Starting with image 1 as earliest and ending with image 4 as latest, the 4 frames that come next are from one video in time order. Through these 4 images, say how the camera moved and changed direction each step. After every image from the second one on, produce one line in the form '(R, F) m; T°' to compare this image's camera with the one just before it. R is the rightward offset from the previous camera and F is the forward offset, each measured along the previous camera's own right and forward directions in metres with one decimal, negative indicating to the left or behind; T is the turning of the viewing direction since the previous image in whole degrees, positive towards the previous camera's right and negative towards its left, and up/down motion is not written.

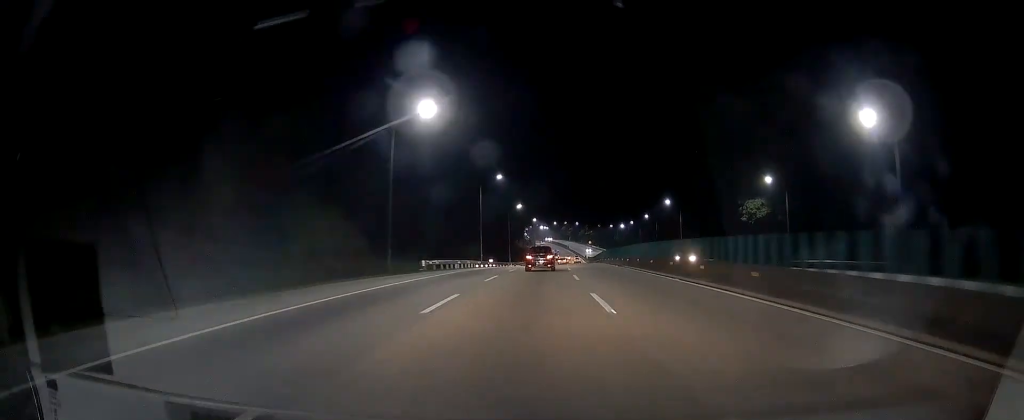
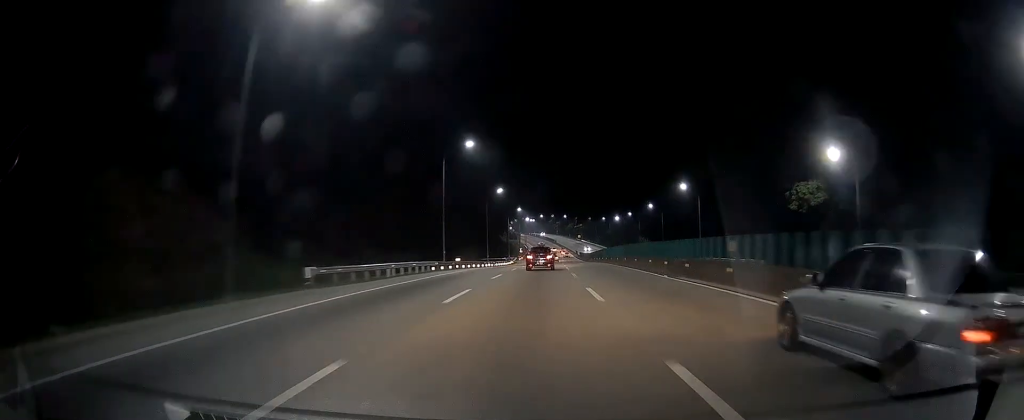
(+0.7, +21.5) m; +1°
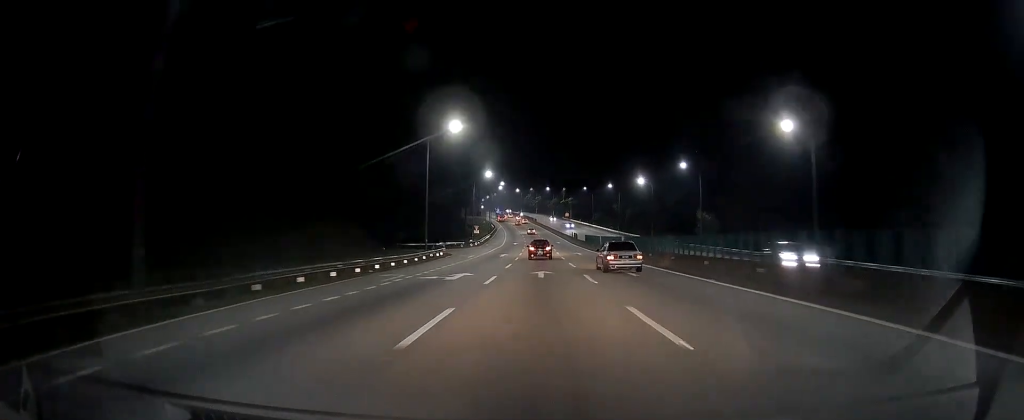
(+2.8, +77.0) m; +4°
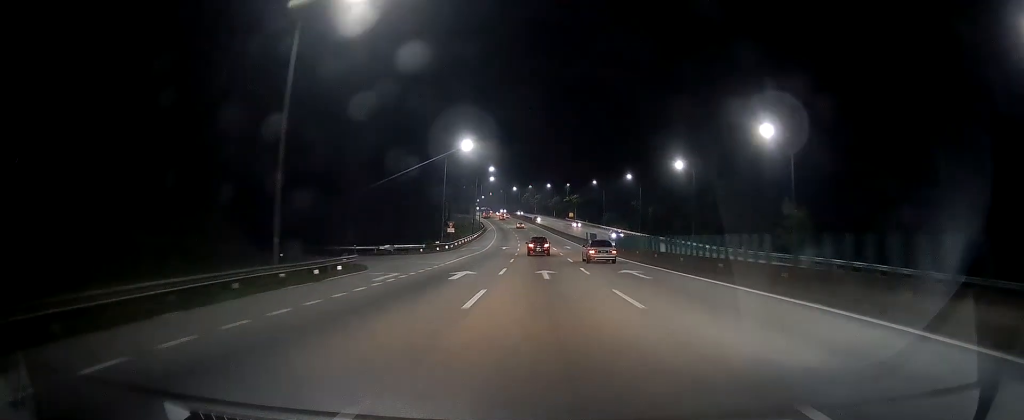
(-0.4, +30.9) m; 0°
